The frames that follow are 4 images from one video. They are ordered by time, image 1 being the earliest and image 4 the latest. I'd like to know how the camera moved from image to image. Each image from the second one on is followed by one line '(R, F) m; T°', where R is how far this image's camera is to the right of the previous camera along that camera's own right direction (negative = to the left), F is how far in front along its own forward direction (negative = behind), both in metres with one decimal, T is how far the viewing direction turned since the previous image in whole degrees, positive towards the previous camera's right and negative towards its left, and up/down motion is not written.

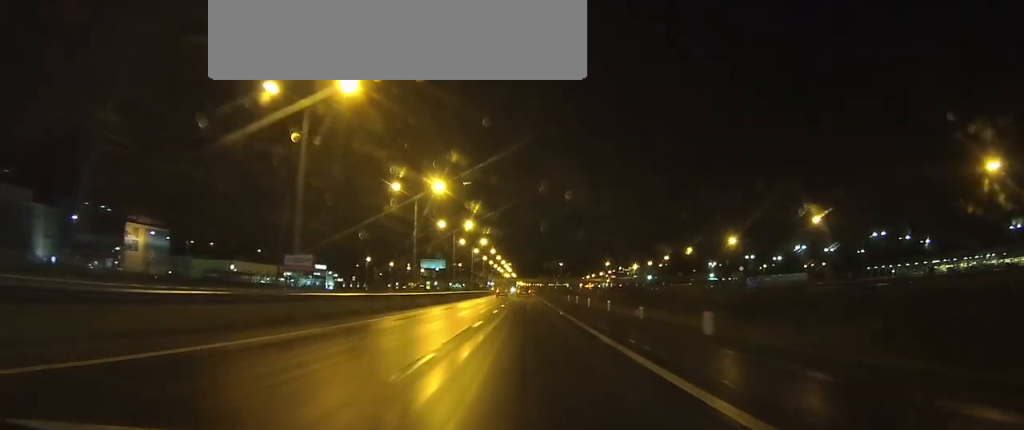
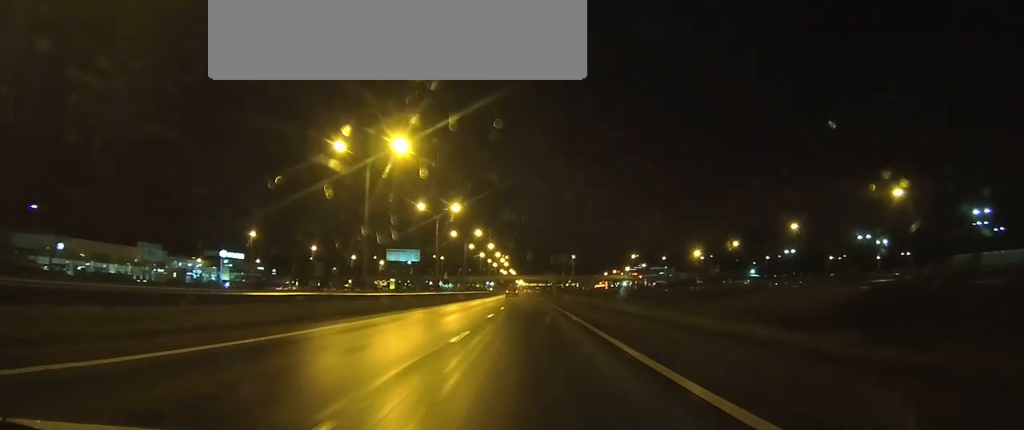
(+0.3, +89.3) m; 0°
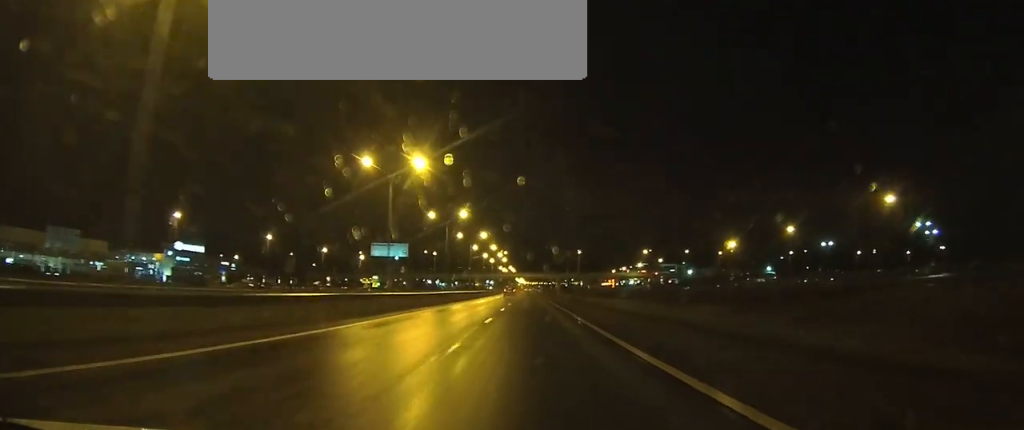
(0.0, +27.2) m; 0°
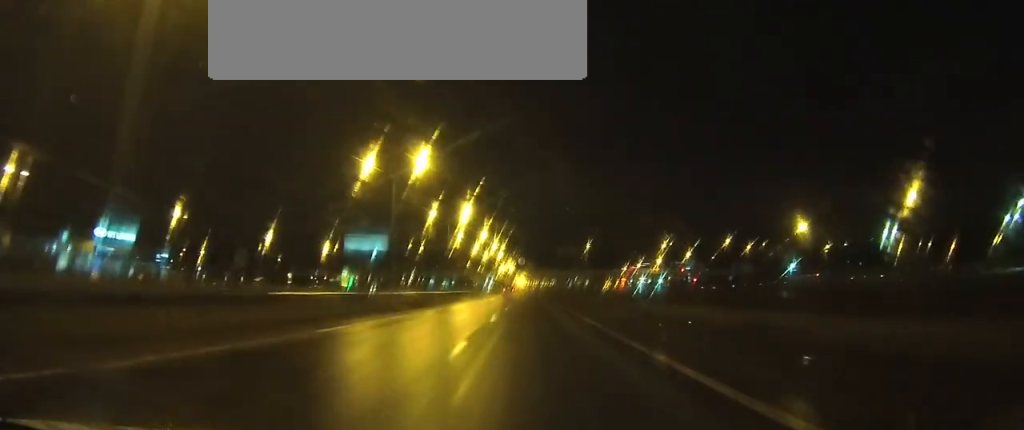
(0.0, +33.8) m; 0°
